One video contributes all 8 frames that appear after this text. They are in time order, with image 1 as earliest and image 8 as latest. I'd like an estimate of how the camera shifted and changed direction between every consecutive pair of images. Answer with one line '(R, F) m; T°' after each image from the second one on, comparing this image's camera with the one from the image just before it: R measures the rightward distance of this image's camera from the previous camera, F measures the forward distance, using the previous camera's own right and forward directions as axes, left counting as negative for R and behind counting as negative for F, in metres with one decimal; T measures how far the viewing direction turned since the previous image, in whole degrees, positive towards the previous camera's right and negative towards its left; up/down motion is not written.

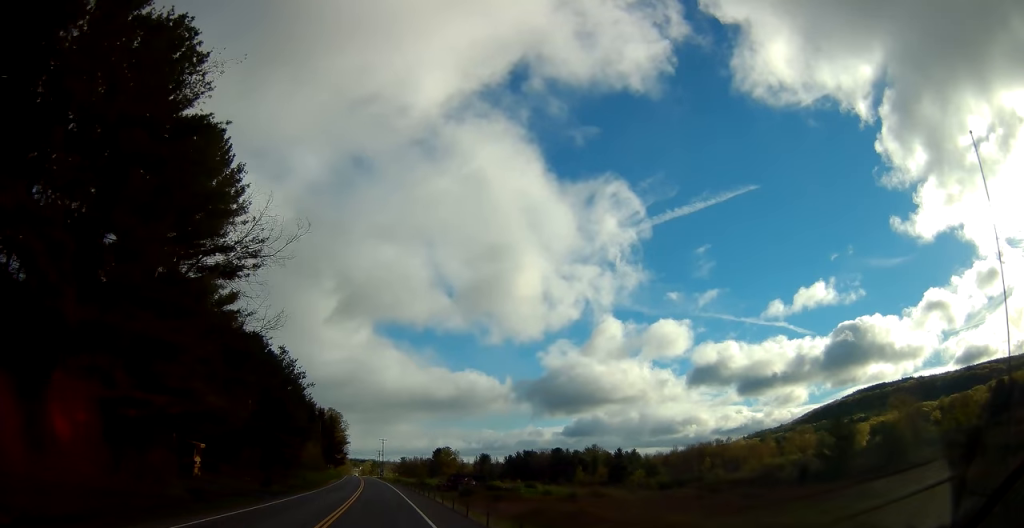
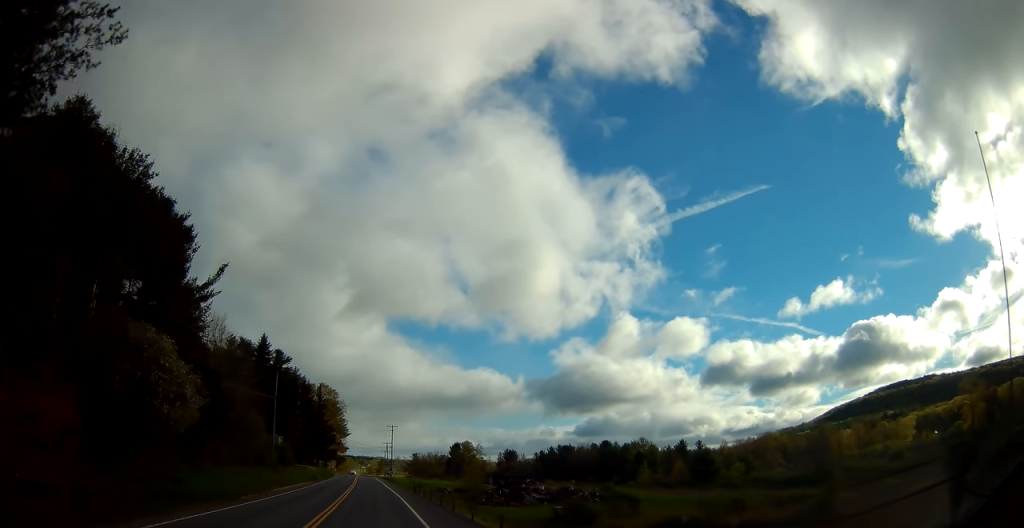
(-0.6, +47.8) m; -2°
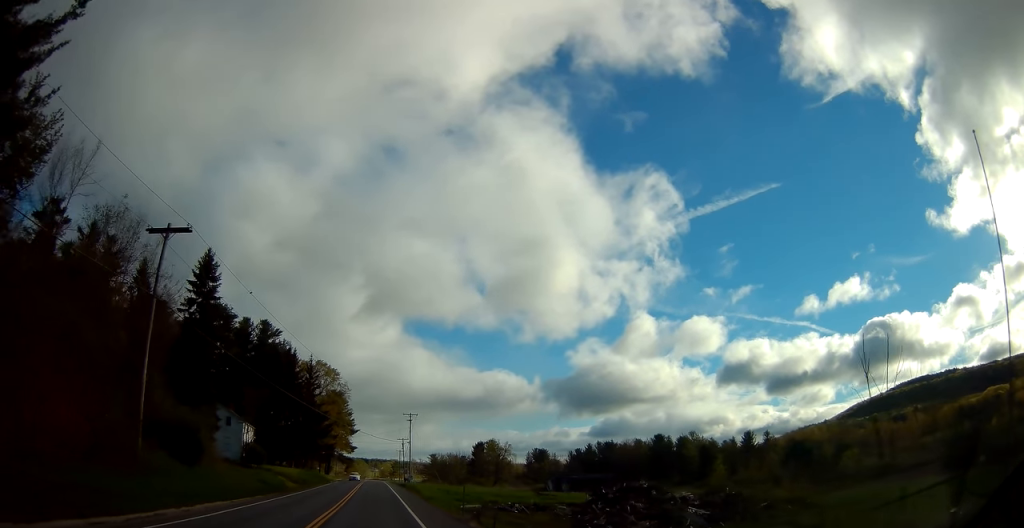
(-0.1, +32.5) m; 0°
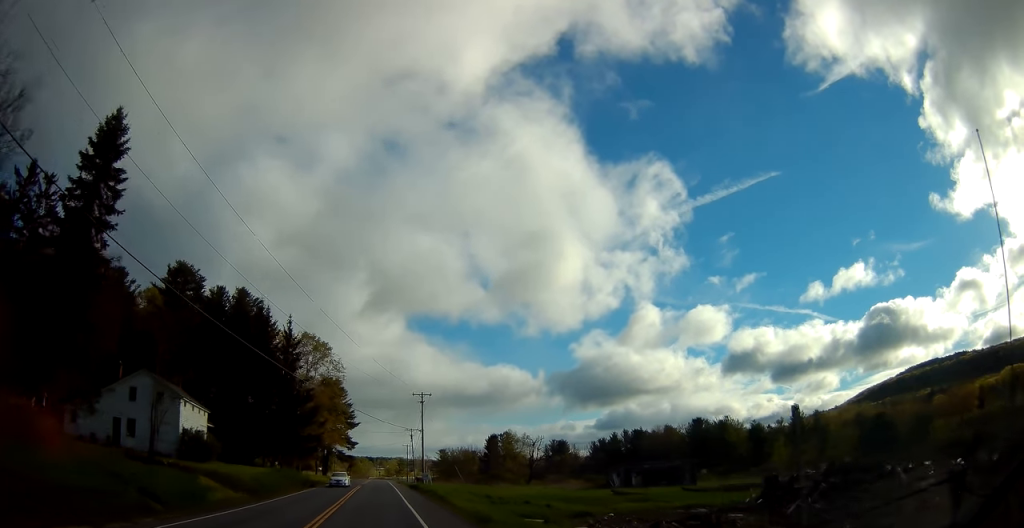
(0.0, +21.6) m; -1°
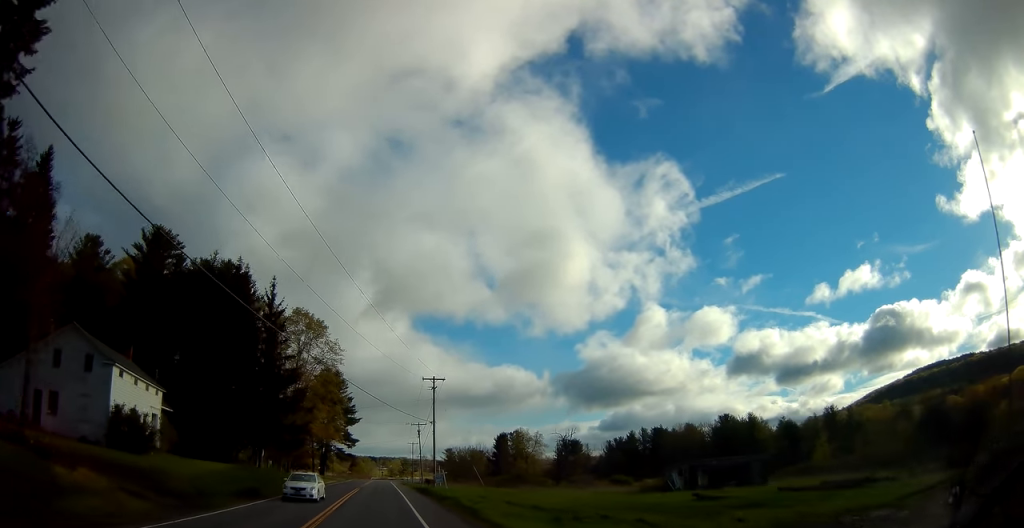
(-0.3, +12.5) m; 0°
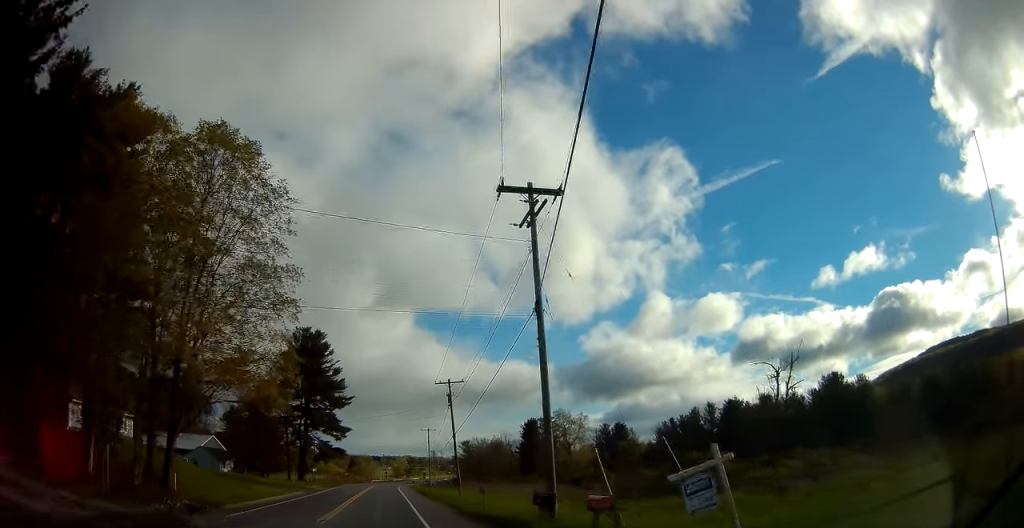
(-0.4, +41.6) m; -2°
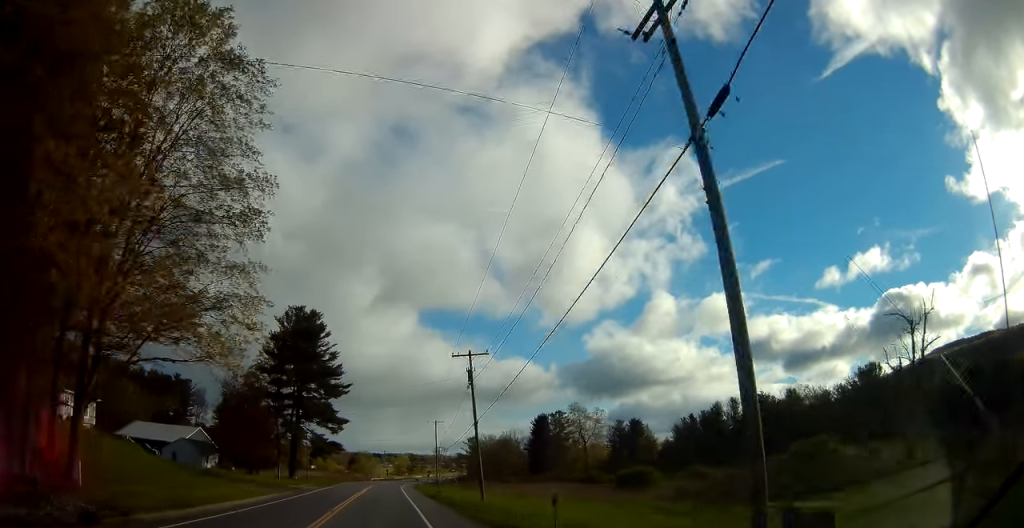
(-0.3, +10.9) m; 0°
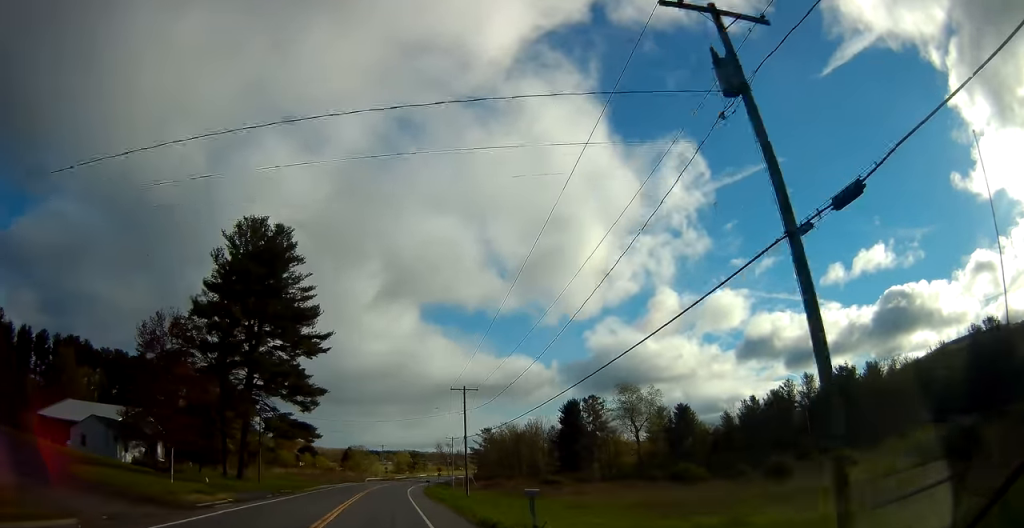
(+0.5, +31.2) m; +2°
